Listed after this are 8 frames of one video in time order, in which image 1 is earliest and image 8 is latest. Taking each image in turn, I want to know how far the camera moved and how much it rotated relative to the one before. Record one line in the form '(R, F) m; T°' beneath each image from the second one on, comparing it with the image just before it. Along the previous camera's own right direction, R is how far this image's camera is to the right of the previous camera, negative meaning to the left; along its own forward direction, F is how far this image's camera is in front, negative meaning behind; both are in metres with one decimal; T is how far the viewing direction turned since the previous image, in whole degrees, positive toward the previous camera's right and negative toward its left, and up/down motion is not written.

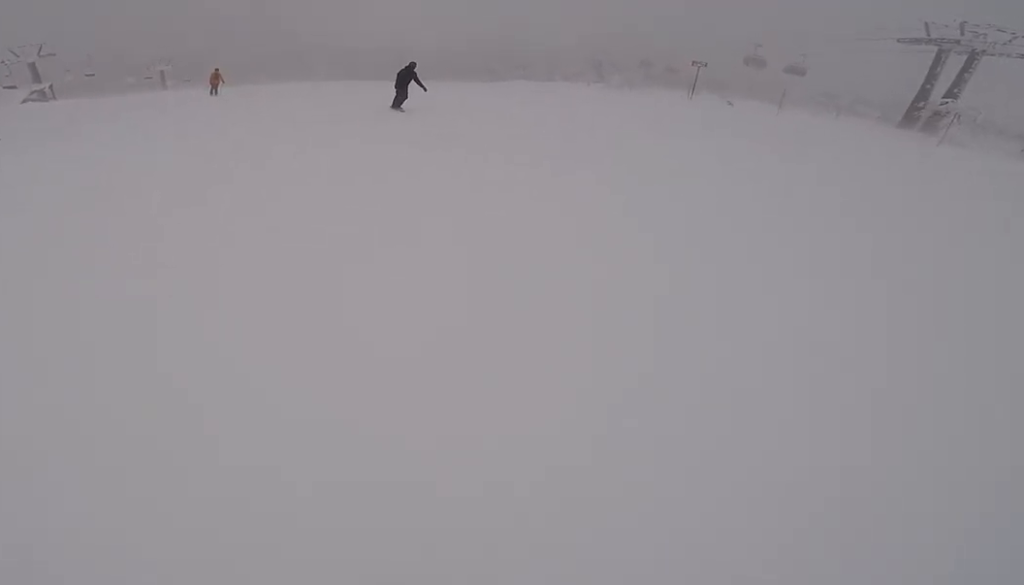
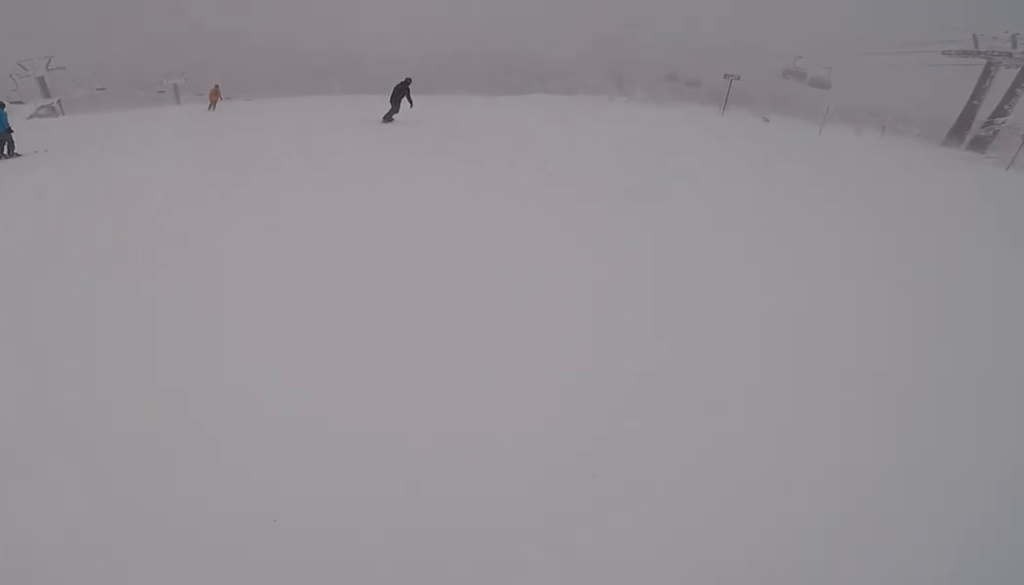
(+0.1, +1.7) m; +6°
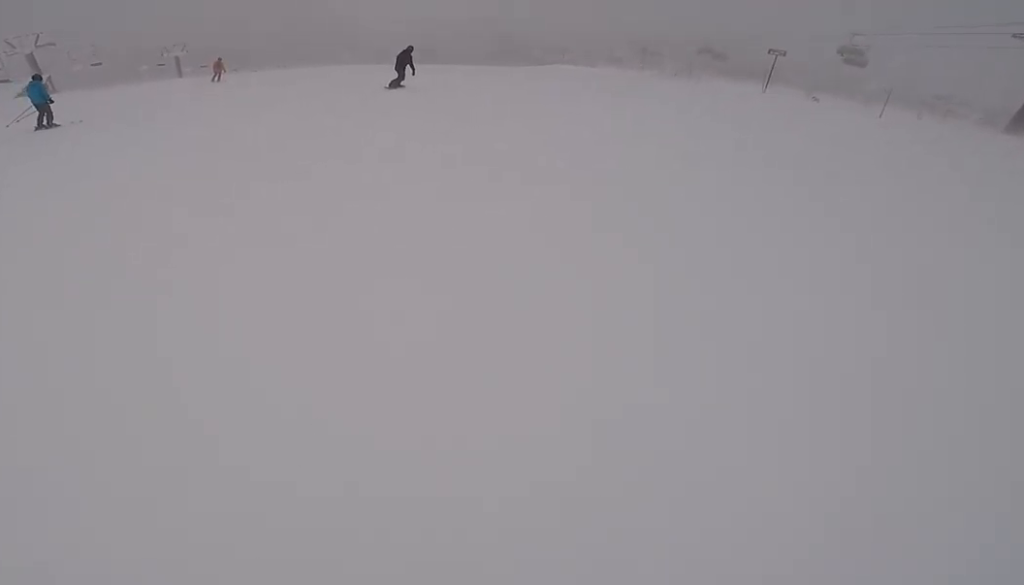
(+0.7, +2.1) m; +12°
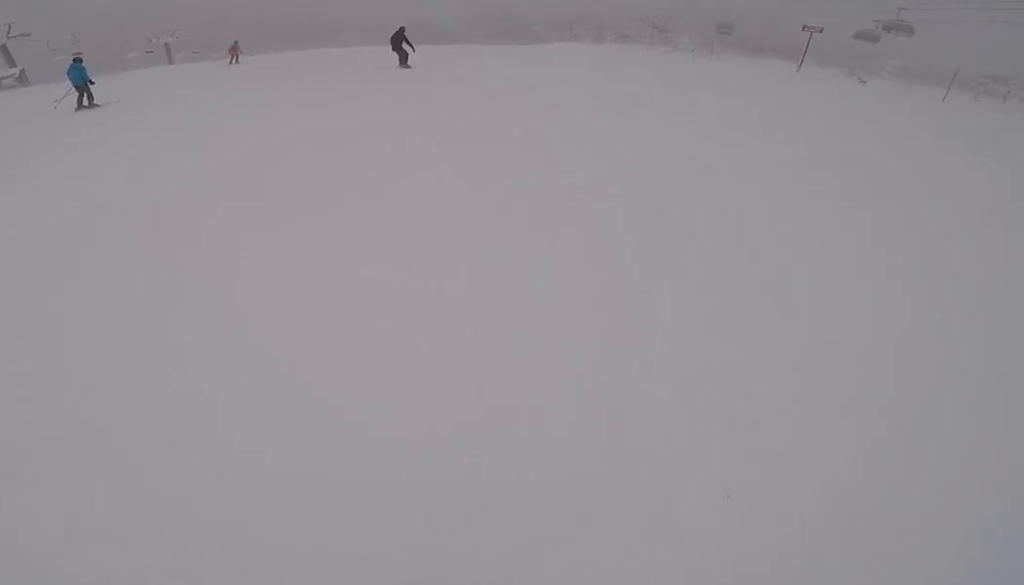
(+0.3, +3.4) m; -4°
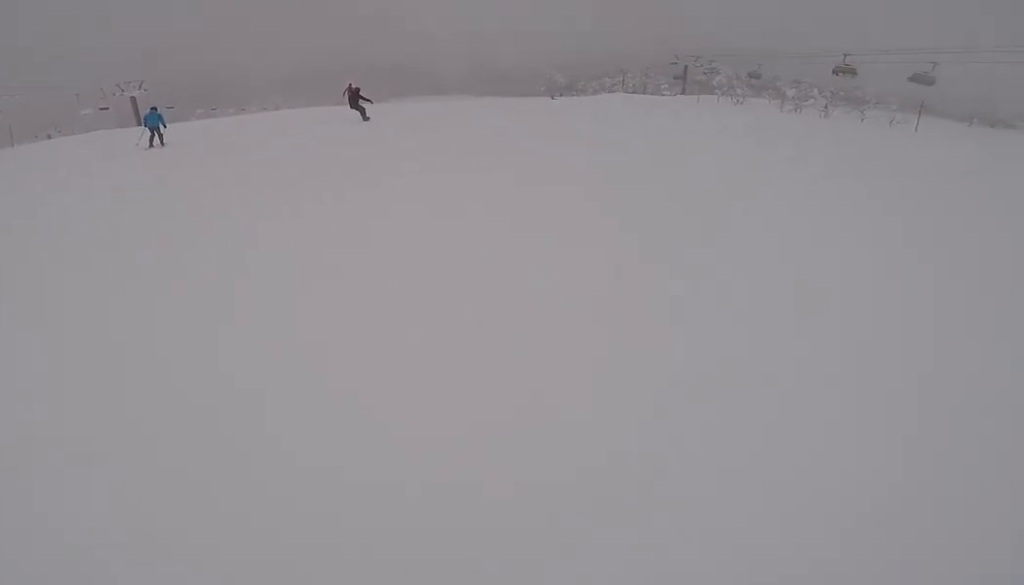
(-3.7, +14.7) m; -6°
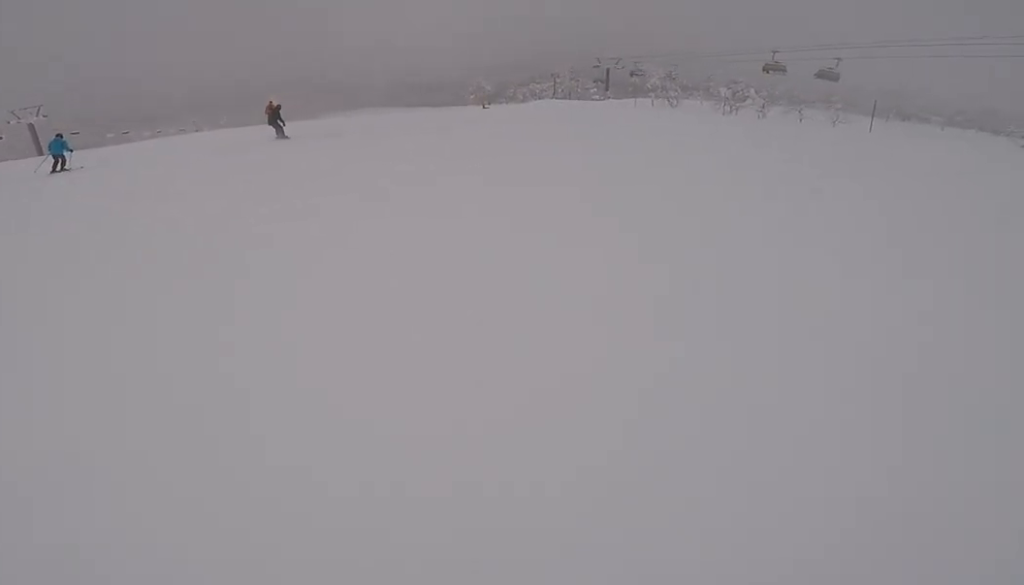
(+0.8, +2.7) m; 0°
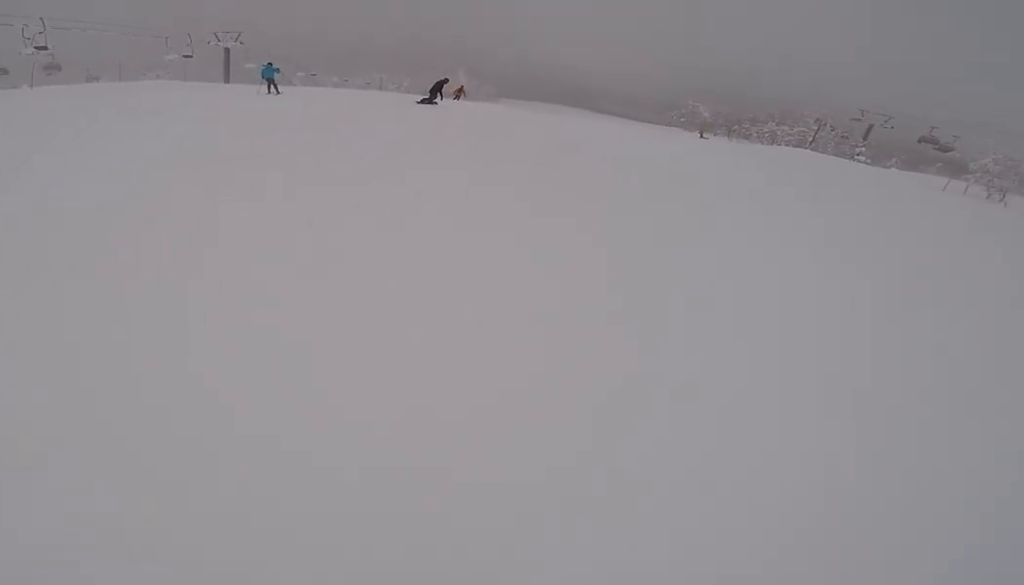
(-1.3, +6.3) m; -11°
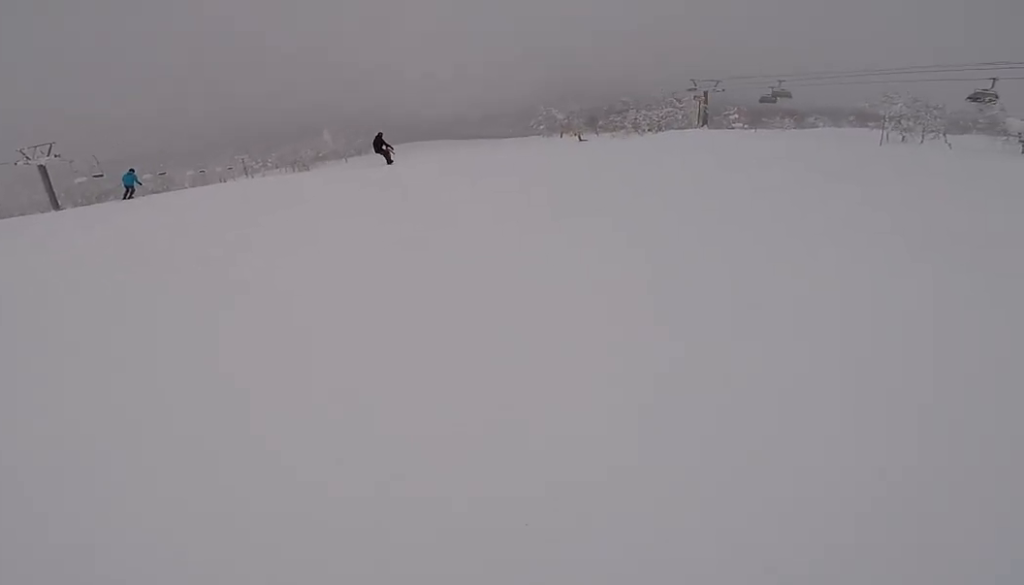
(+0.3, +6.7) m; -2°
